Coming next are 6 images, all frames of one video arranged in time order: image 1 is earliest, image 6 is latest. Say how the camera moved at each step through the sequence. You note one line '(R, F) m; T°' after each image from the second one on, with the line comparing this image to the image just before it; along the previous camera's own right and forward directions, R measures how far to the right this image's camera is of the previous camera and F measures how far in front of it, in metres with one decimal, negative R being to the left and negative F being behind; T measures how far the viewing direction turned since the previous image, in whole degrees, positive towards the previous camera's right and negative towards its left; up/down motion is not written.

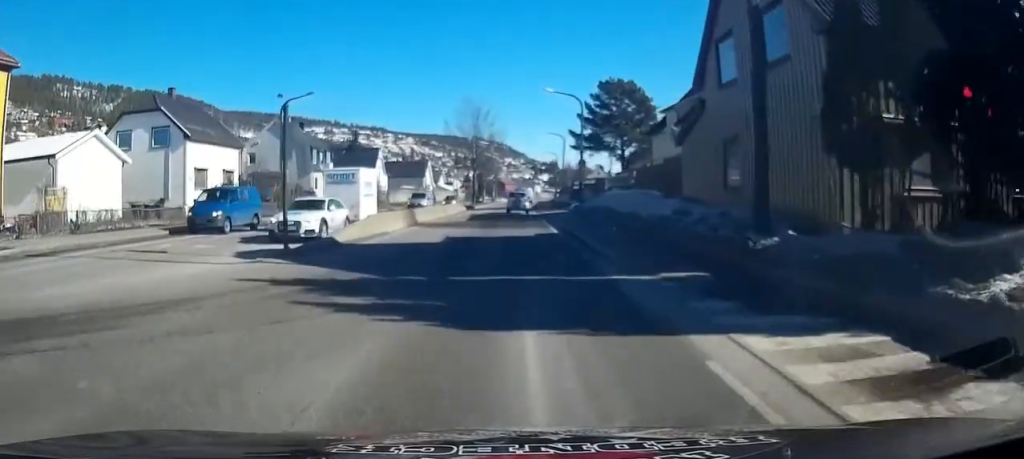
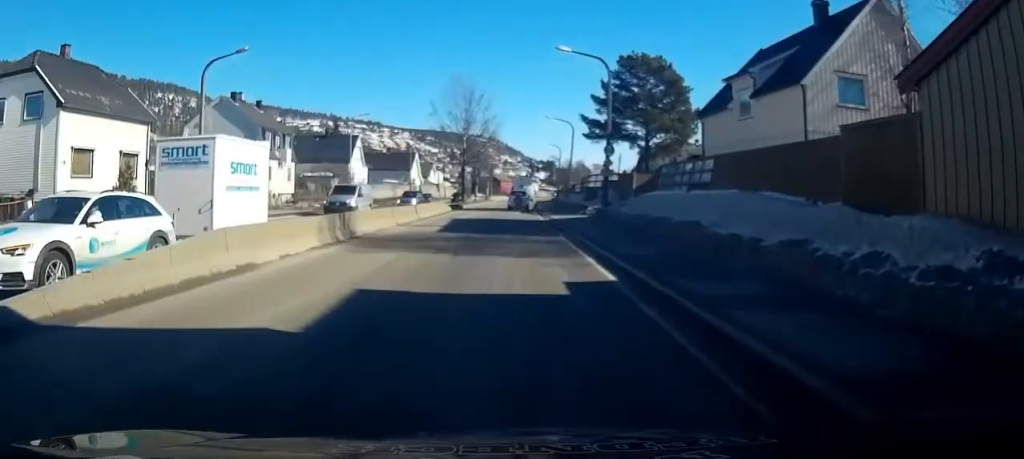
(-0.5, +12.7) m; -2°
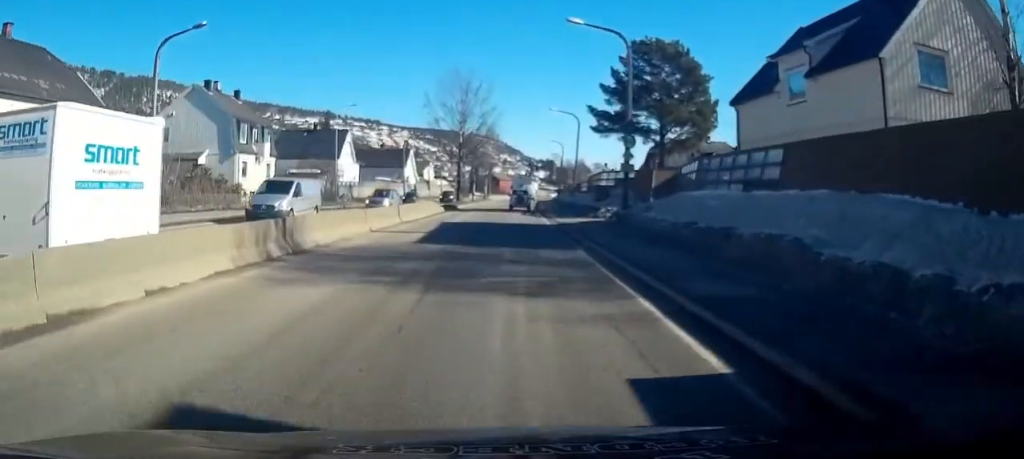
(0.0, +5.2) m; -1°
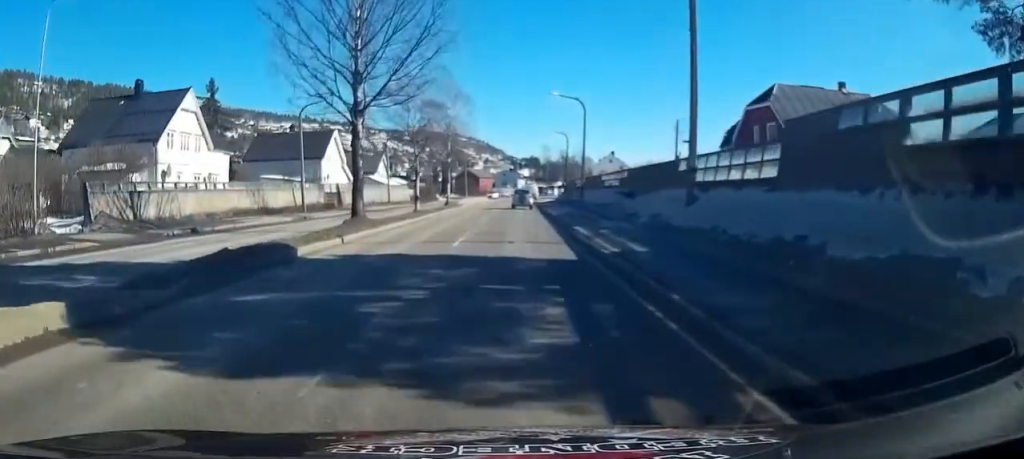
(+1.2, +38.3) m; +6°
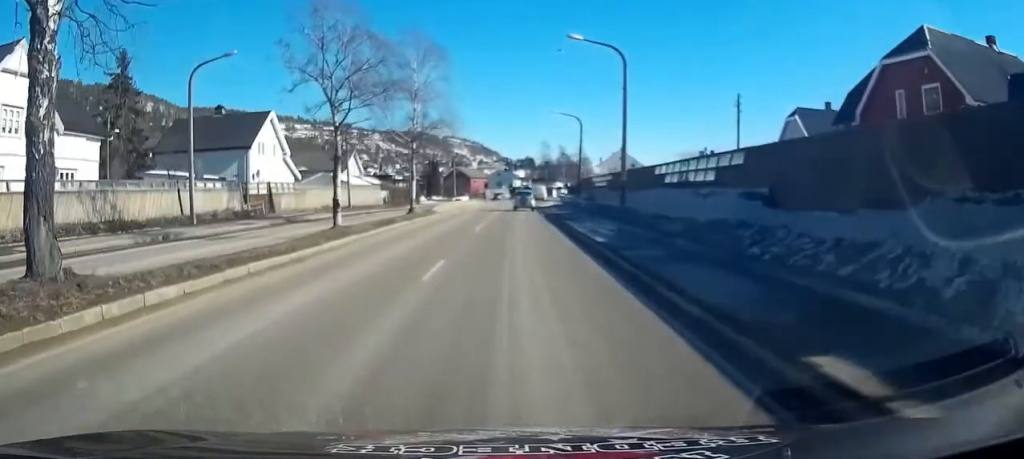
(+0.5, +18.0) m; +1°
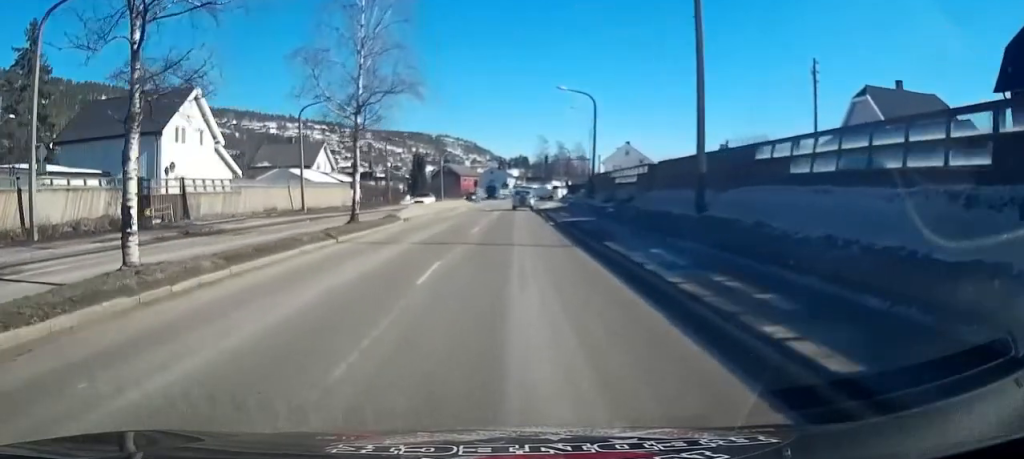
(-0.4, +12.5) m; 0°
